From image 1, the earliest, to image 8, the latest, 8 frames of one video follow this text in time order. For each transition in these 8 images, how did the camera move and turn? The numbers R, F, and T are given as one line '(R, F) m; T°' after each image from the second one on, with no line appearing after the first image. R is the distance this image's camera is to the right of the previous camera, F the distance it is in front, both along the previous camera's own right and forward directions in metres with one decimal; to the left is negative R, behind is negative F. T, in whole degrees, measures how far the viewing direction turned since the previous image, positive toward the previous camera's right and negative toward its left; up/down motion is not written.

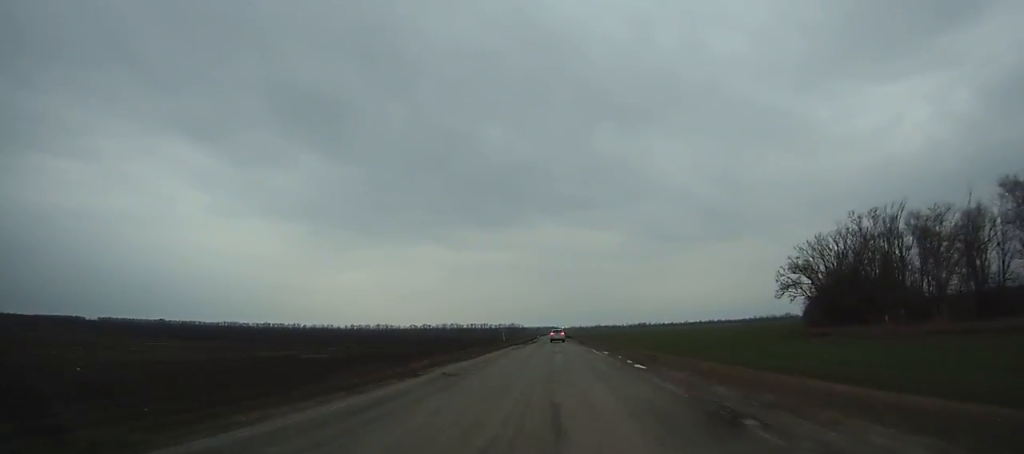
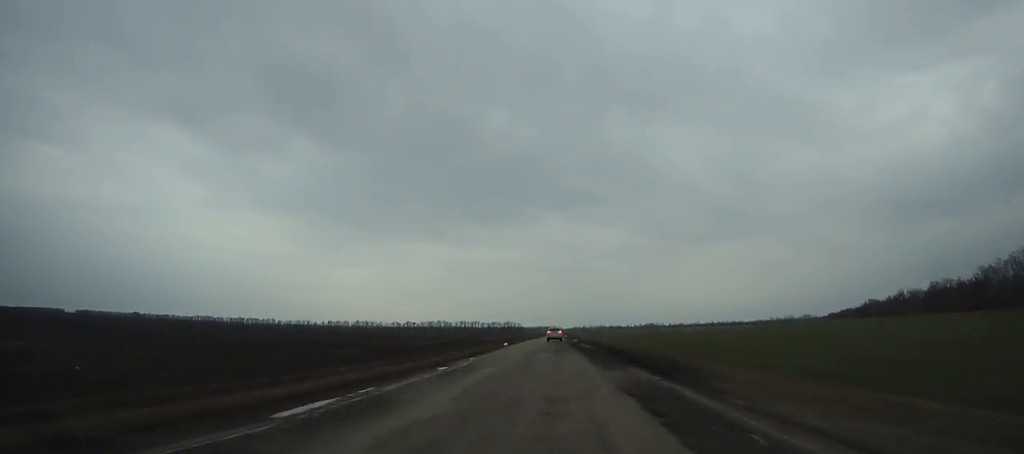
(-0.2, +110.6) m; 0°
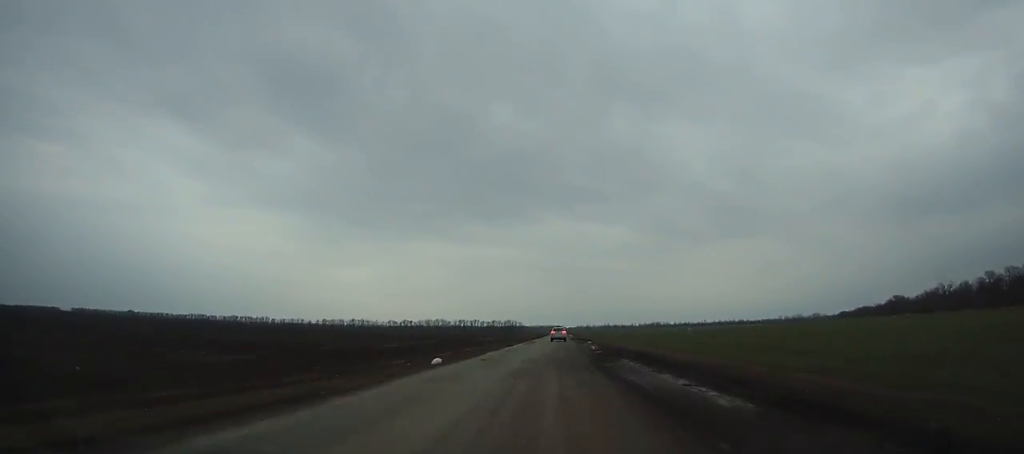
(-0.2, +34.9) m; 0°
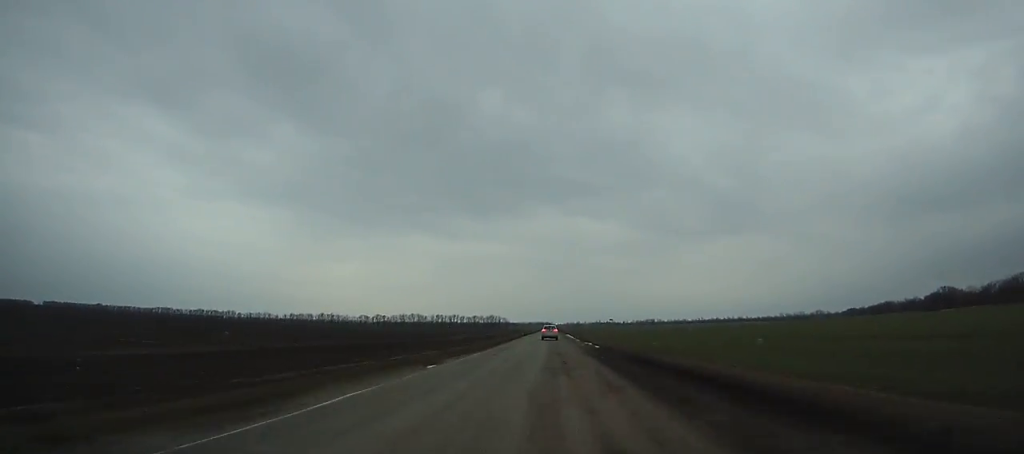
(+0.4, +77.0) m; 0°
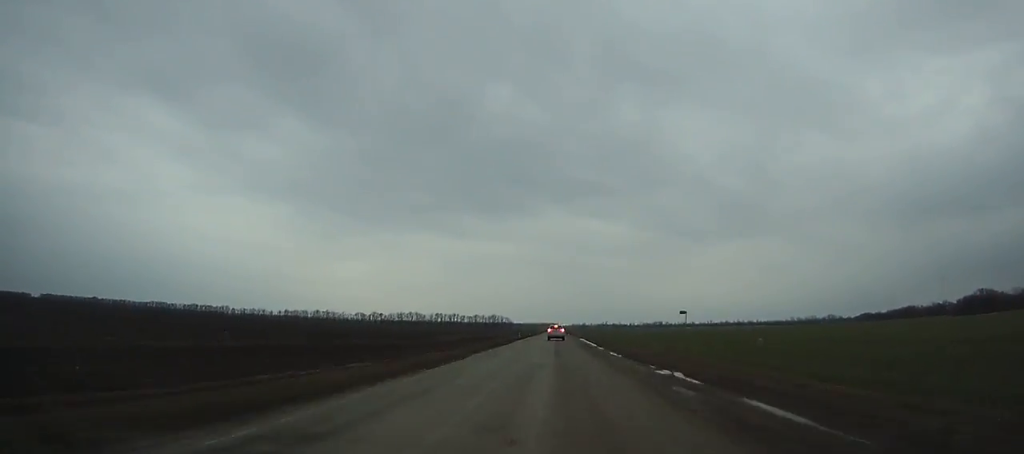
(0.0, +33.0) m; 0°
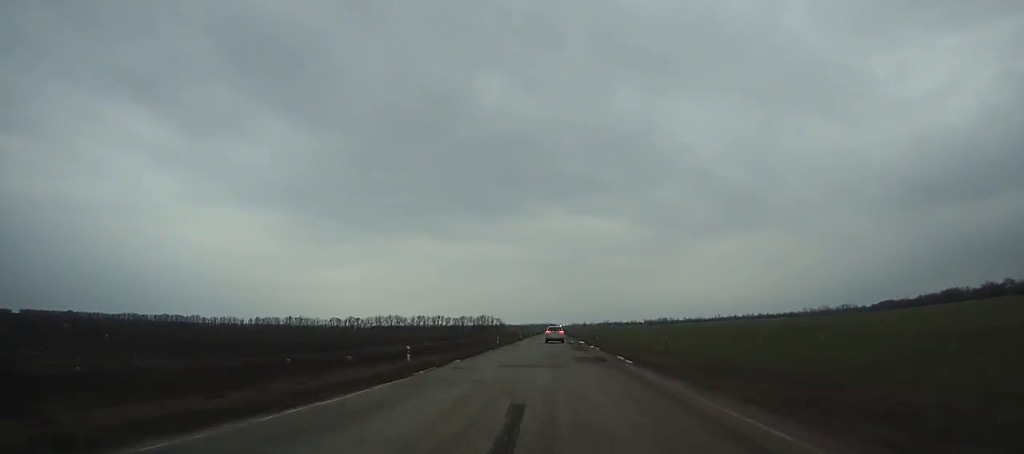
(0.0, +73.1) m; 0°
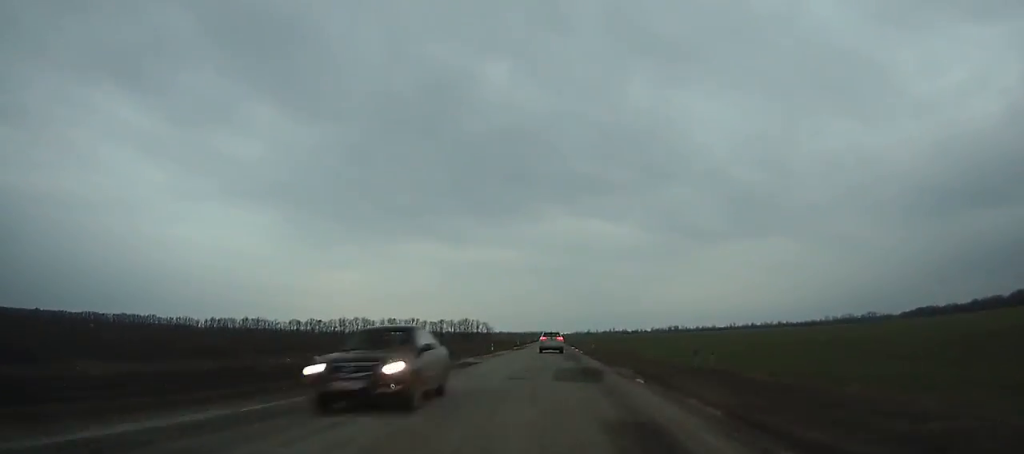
(-0.3, +96.6) m; 0°
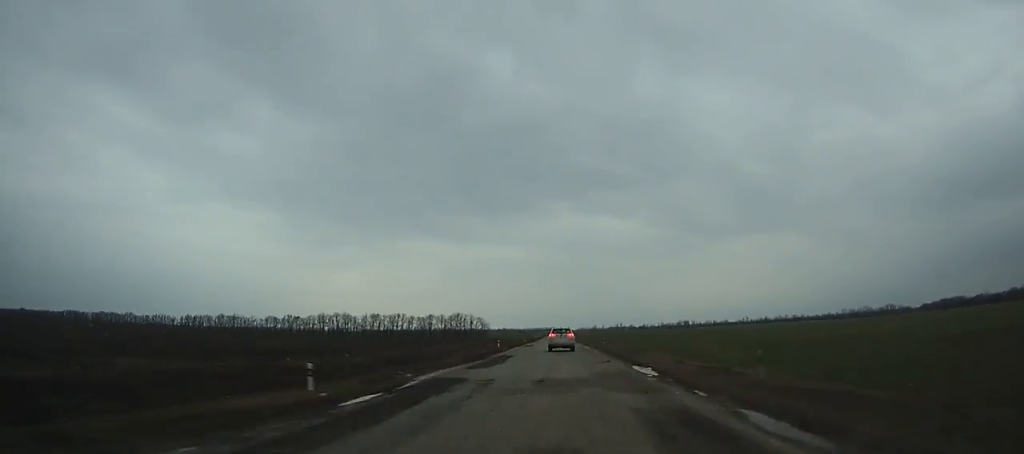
(-0.3, +51.6) m; 0°
